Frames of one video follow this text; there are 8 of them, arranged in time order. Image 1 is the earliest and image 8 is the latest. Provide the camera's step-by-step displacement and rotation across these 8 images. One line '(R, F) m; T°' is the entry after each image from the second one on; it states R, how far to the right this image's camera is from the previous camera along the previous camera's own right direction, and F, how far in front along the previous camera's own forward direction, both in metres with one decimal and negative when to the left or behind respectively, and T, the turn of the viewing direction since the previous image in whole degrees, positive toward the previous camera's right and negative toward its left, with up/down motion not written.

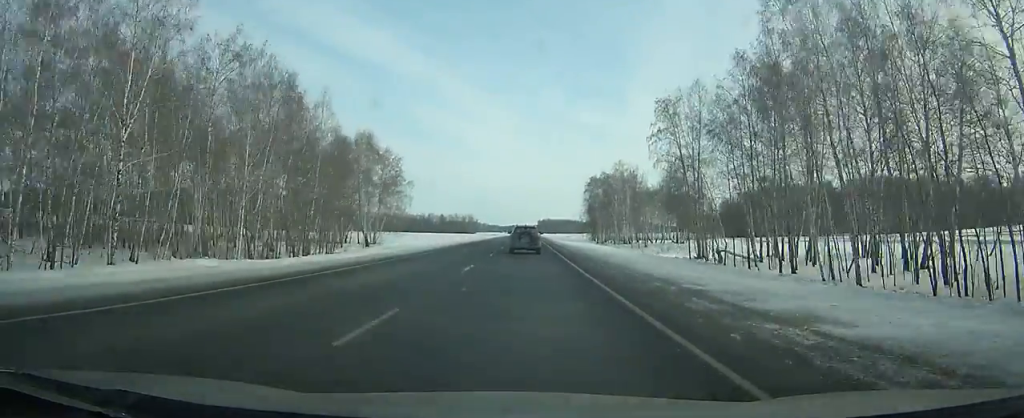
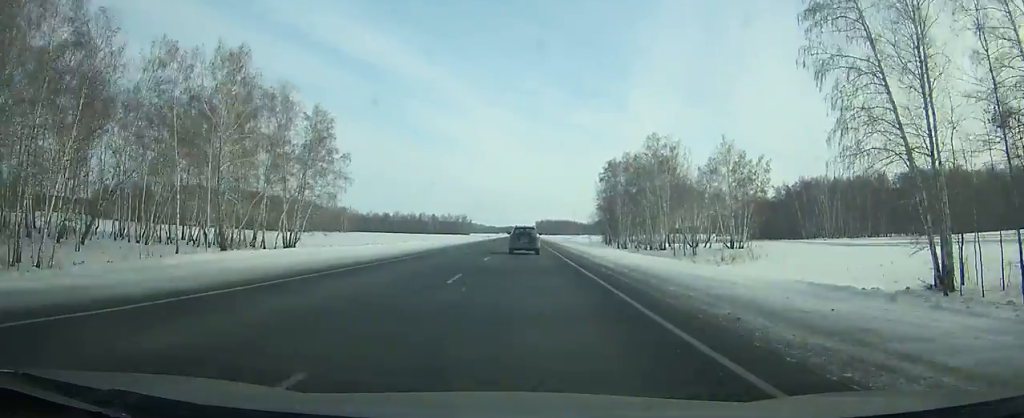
(0.0, +39.5) m; 0°
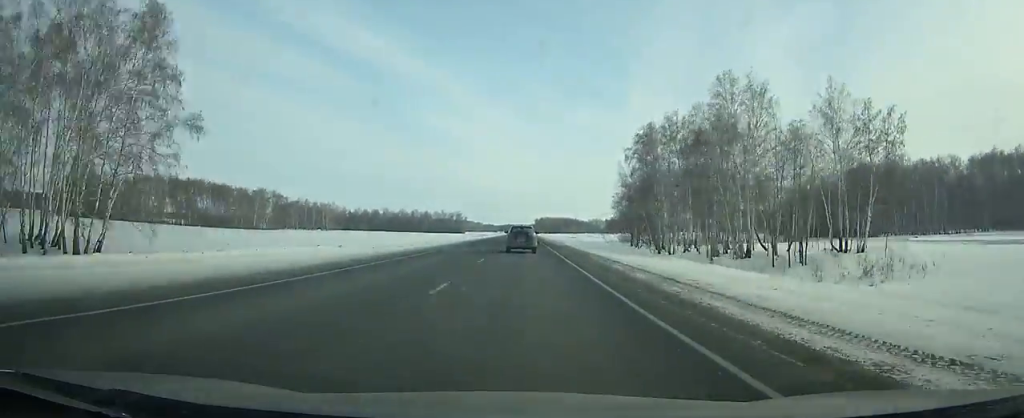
(0.0, +39.5) m; 0°
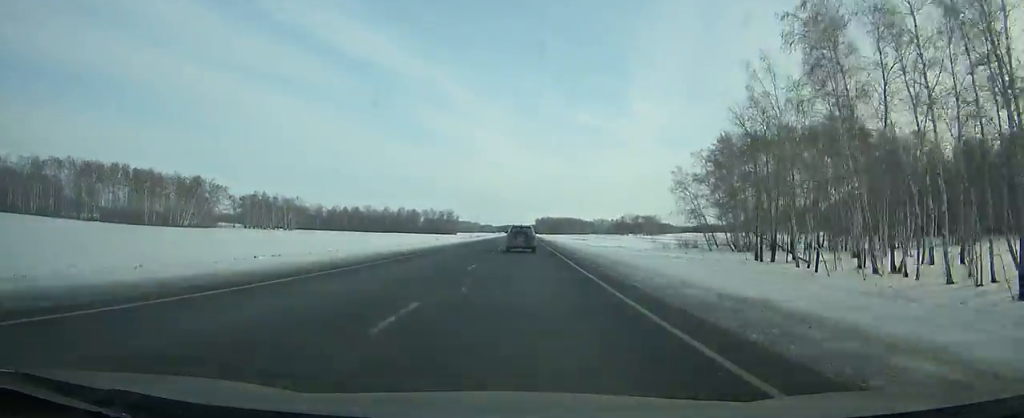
(+0.2, +64.9) m; 0°
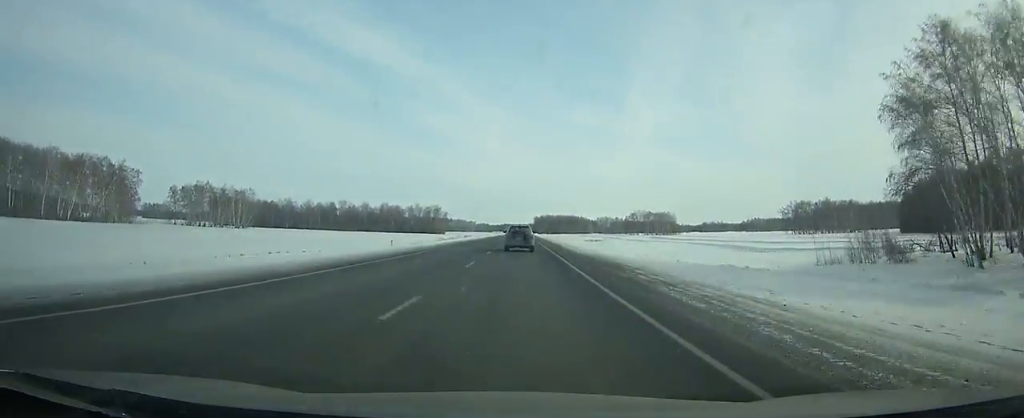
(-0.1, +59.2) m; 0°
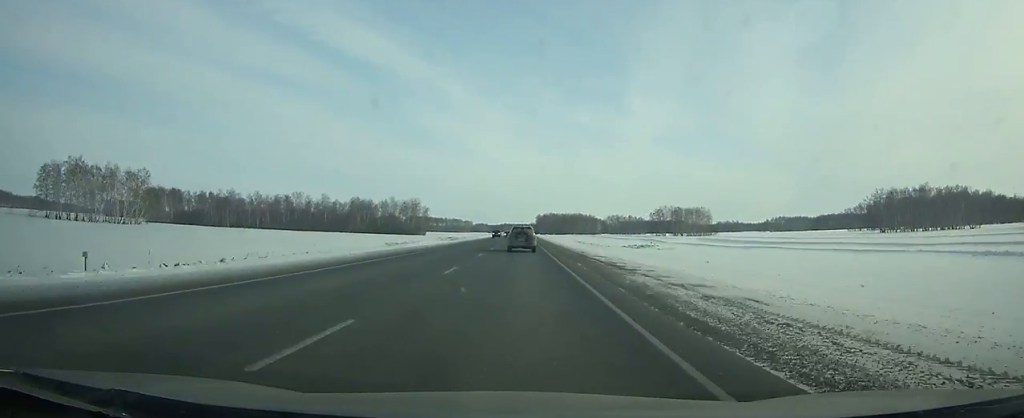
(0.0, +87.4) m; 0°
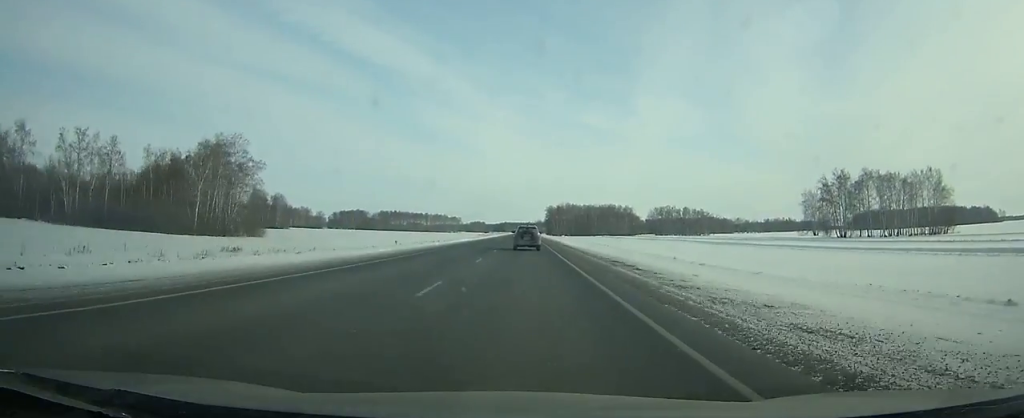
(-1.0, +221.5) m; 0°
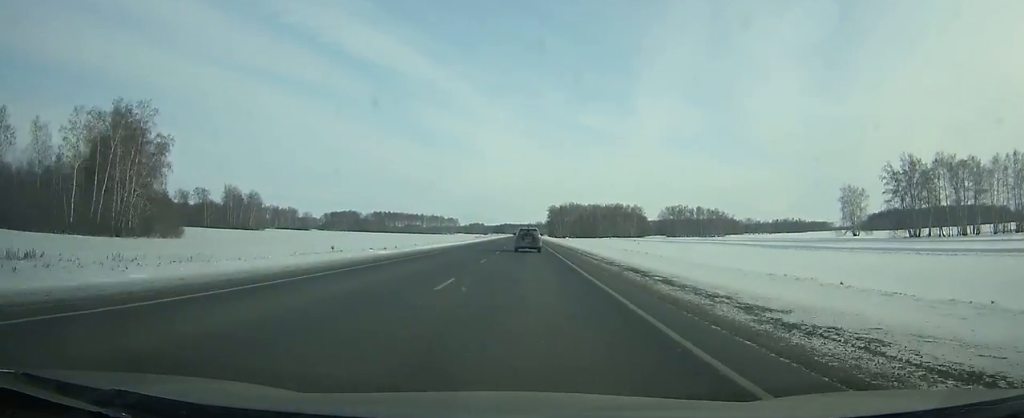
(0.0, +34.5) m; 0°
